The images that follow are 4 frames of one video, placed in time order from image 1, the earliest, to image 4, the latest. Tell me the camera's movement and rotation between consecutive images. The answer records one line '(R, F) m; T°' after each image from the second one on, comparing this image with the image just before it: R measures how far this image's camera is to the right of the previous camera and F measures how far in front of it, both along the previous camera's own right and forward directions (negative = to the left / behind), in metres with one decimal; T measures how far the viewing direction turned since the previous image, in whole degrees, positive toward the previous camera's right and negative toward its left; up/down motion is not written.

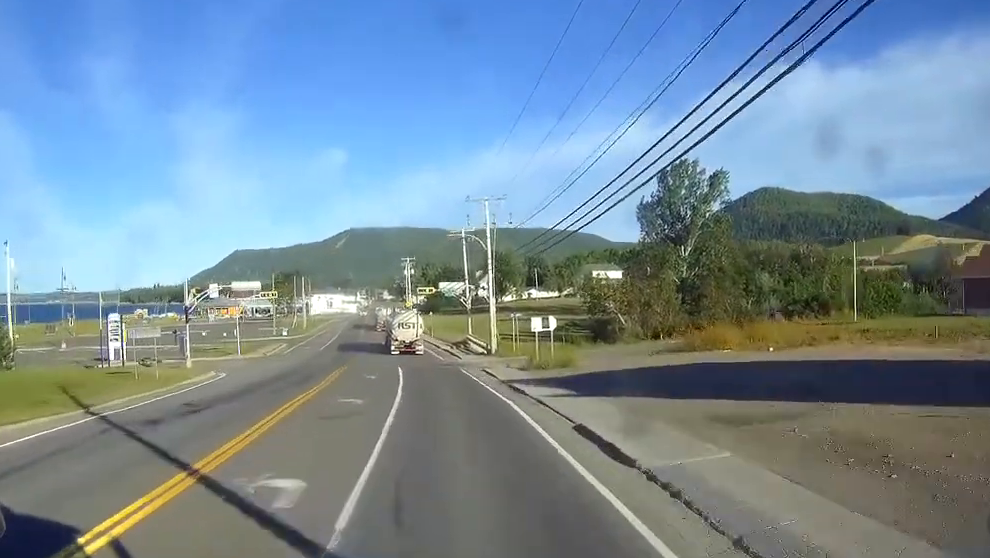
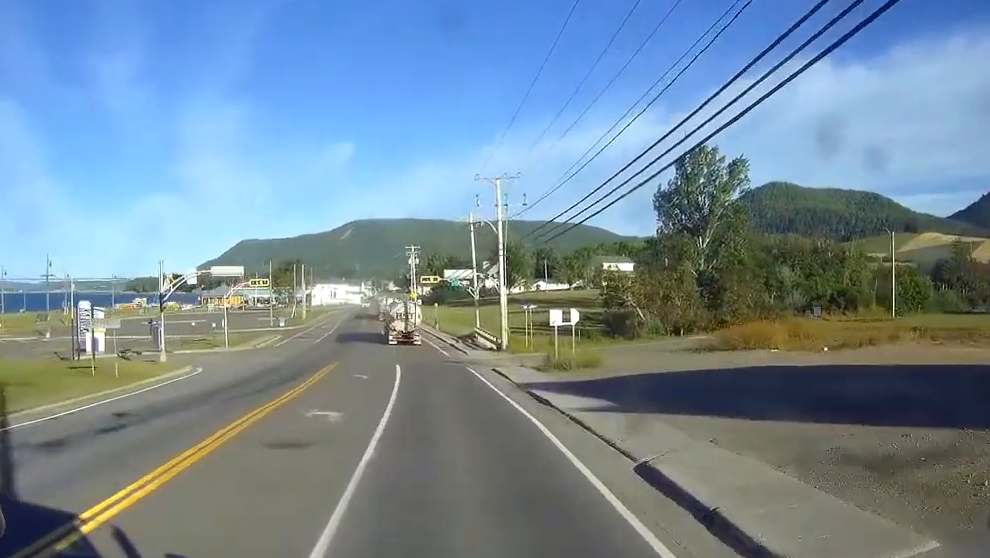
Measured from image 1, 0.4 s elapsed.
(0.0, +6.3) m; 0°
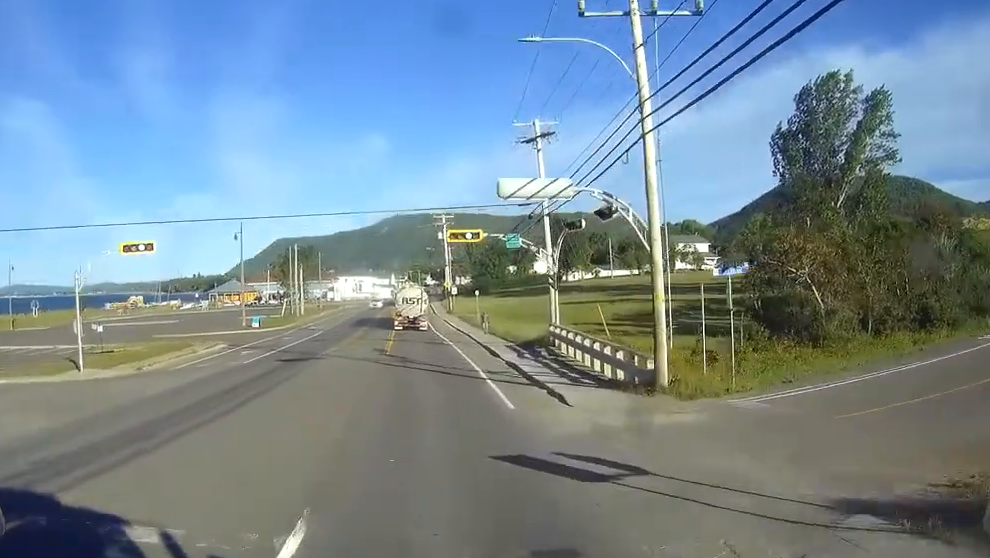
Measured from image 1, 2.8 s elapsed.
(-0.6, +35.6) m; -2°
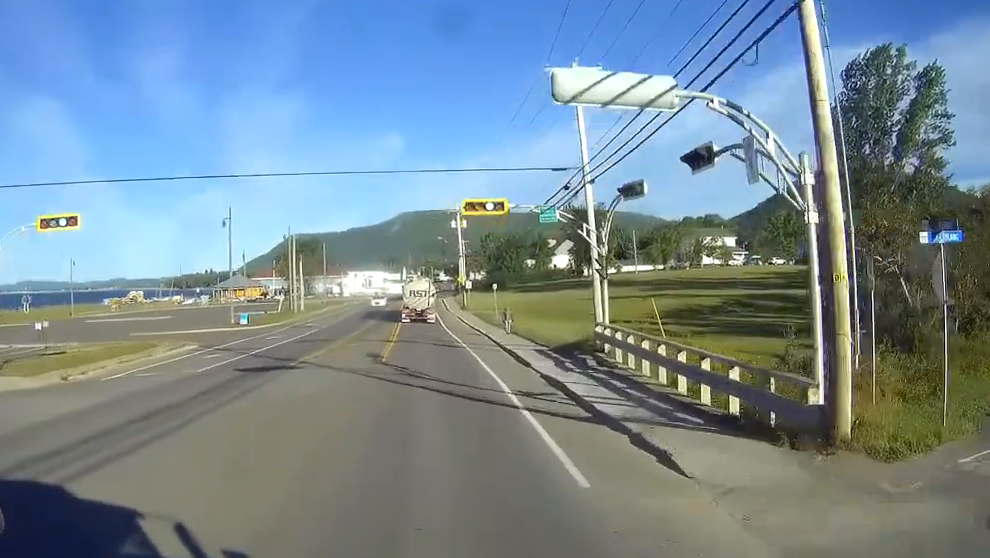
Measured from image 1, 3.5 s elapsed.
(-0.1, +9.6) m; -1°
